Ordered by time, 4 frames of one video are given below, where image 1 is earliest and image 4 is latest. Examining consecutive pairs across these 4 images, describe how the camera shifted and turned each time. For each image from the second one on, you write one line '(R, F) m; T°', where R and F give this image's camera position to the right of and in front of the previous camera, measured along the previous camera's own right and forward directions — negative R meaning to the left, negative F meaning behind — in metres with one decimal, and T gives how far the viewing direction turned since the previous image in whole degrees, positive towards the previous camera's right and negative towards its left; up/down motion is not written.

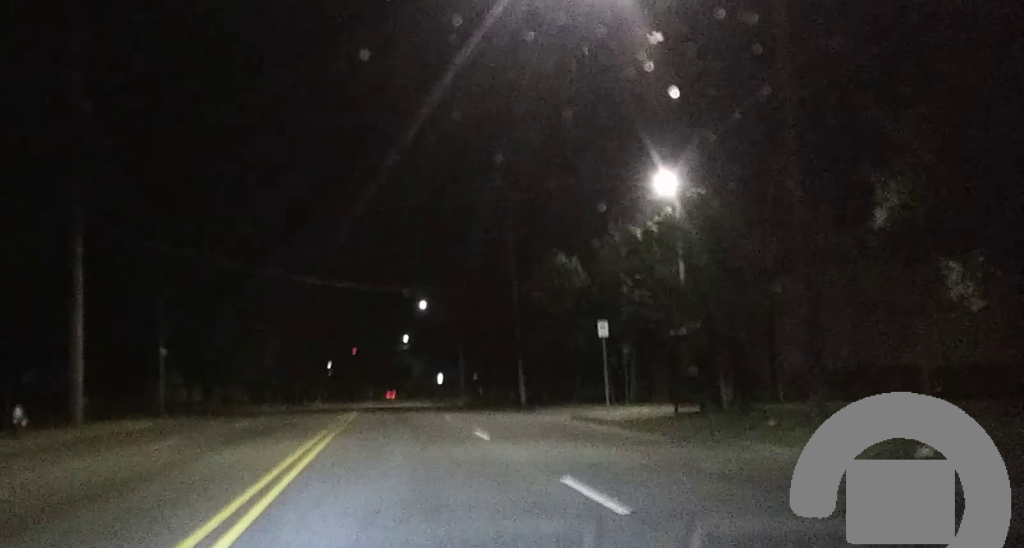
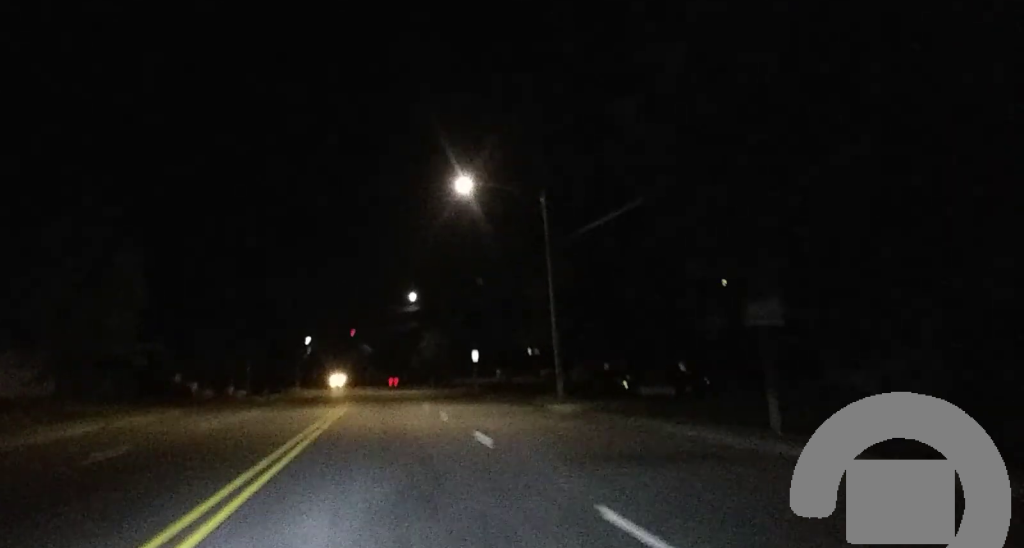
(+0.5, +53.6) m; 0°
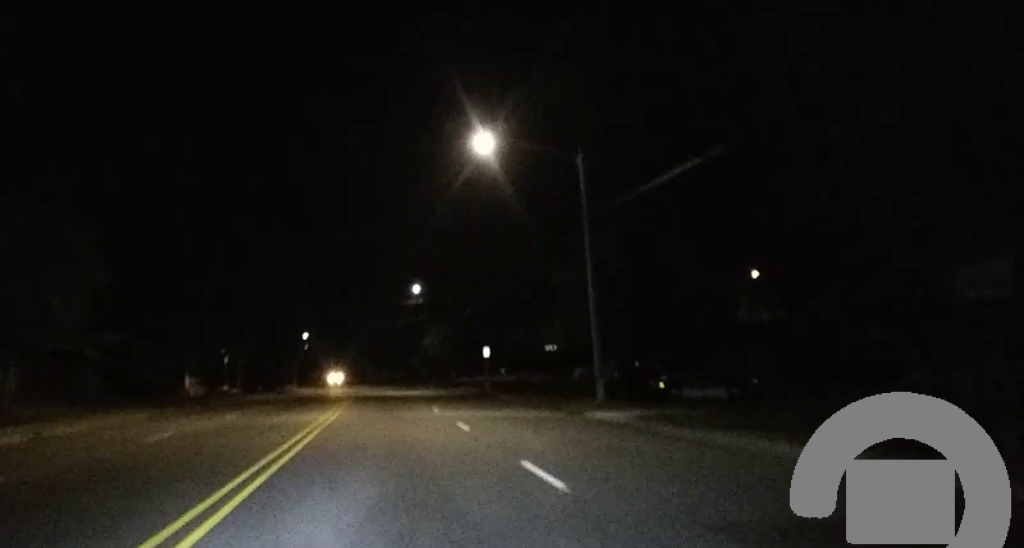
(-0.1, +7.0) m; -1°
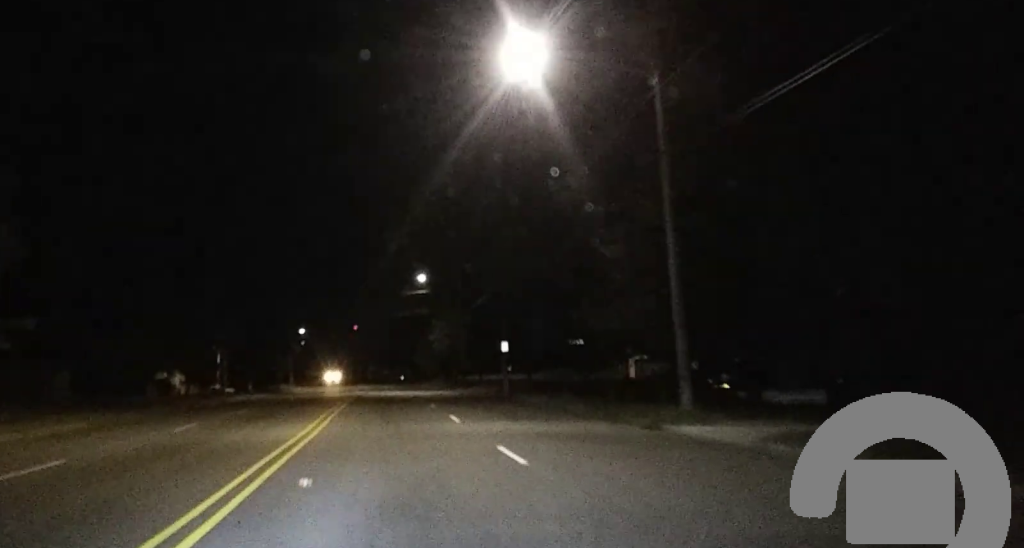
(-0.1, +9.5) m; -1°
